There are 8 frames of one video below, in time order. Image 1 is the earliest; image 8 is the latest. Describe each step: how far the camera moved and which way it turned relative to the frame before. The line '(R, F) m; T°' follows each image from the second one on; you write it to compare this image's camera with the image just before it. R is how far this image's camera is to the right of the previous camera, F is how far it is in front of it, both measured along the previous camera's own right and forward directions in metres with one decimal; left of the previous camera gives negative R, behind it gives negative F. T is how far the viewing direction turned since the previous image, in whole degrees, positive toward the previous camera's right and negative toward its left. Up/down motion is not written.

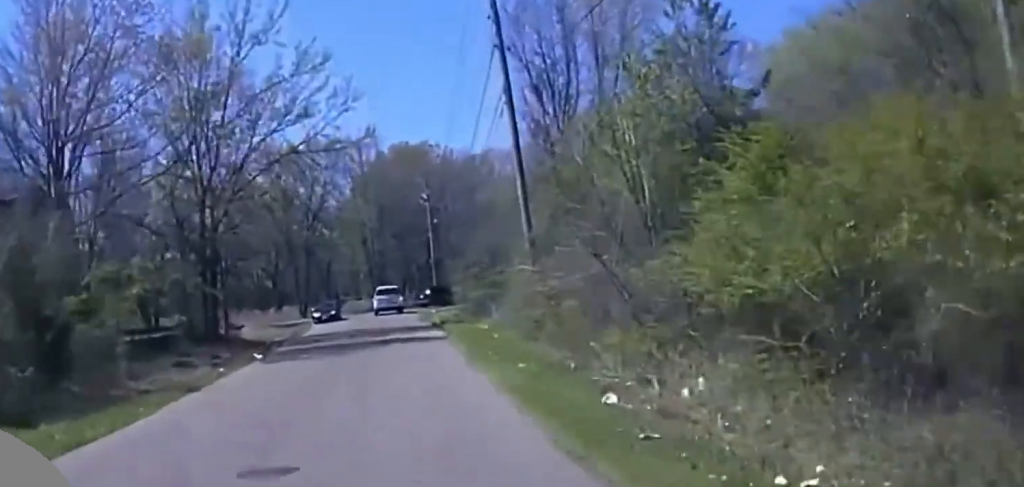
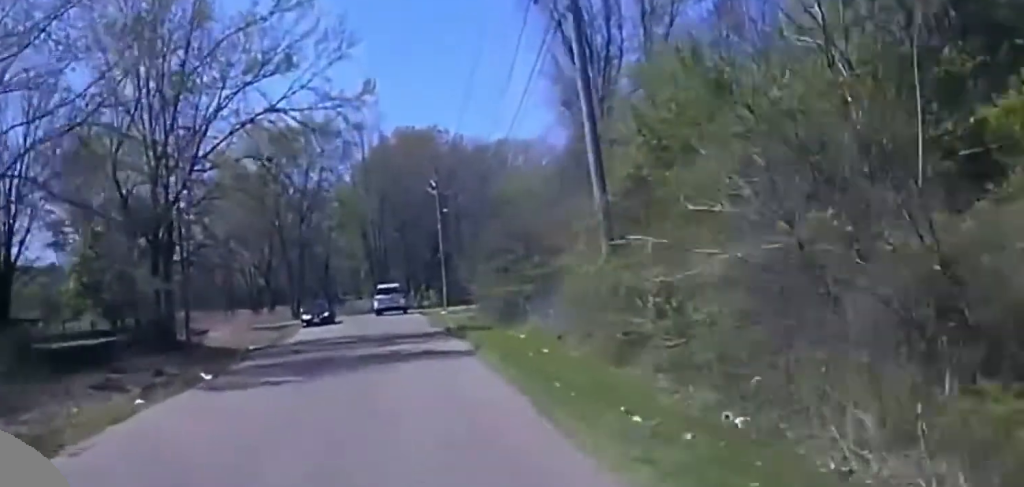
(+0.3, +10.8) m; 0°
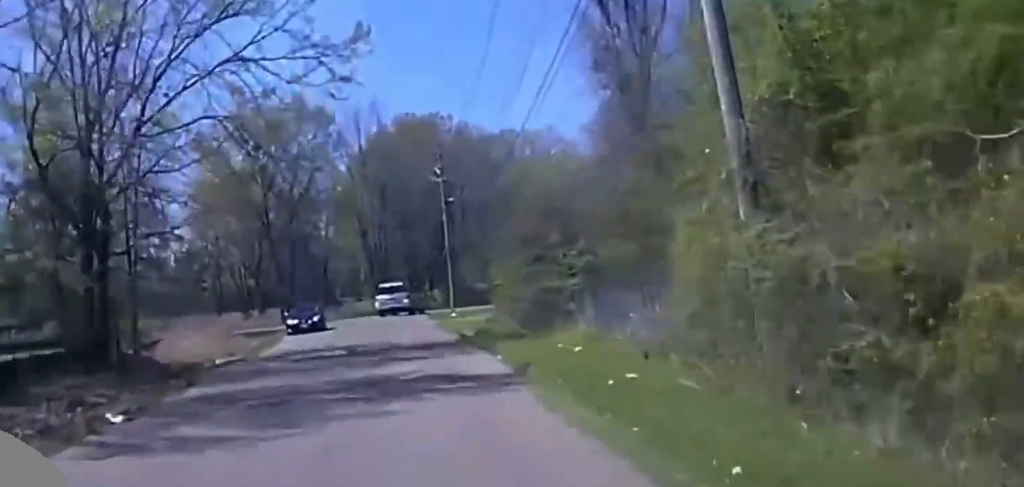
(0.0, +8.4) m; 0°
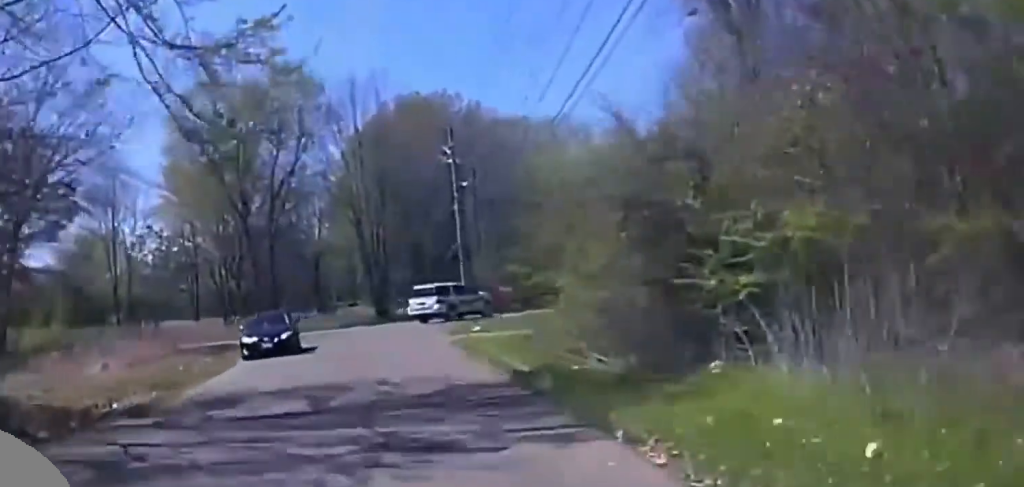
(-0.3, +13.6) m; -1°
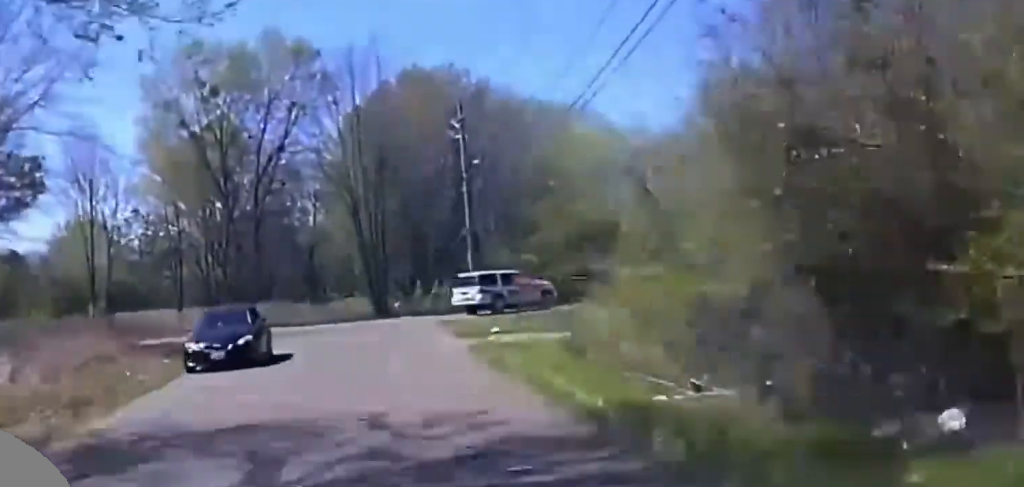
(0.0, +7.5) m; +1°
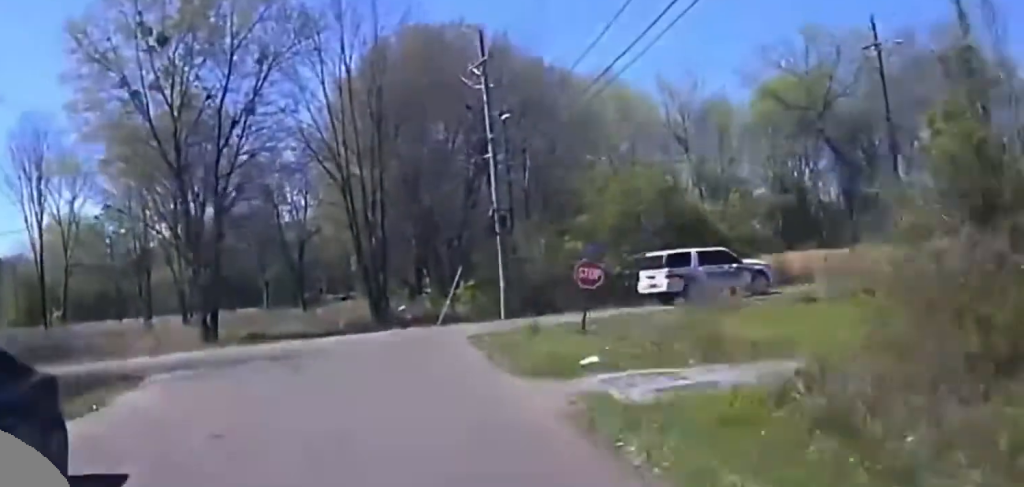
(+0.1, +14.1) m; +1°
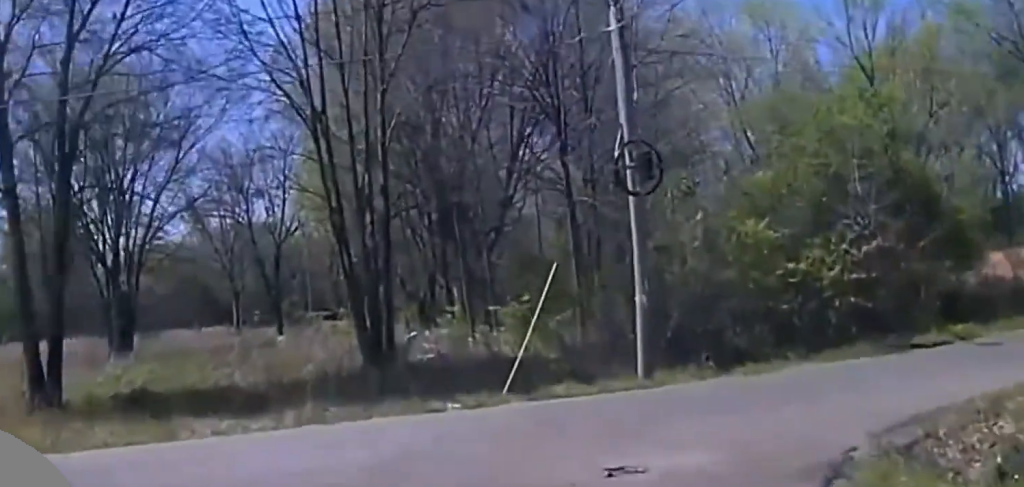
(0.0, +25.4) m; 0°
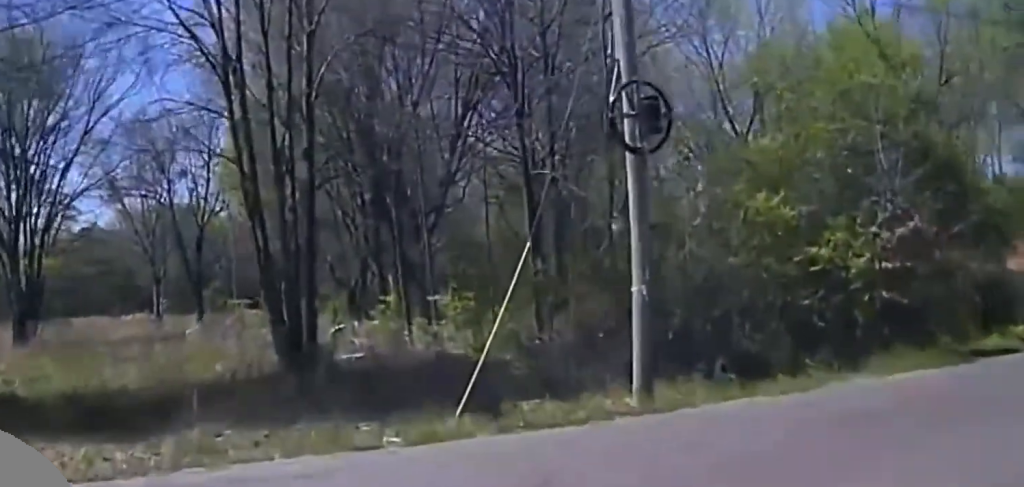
(0.0, +5.4) m; +6°
